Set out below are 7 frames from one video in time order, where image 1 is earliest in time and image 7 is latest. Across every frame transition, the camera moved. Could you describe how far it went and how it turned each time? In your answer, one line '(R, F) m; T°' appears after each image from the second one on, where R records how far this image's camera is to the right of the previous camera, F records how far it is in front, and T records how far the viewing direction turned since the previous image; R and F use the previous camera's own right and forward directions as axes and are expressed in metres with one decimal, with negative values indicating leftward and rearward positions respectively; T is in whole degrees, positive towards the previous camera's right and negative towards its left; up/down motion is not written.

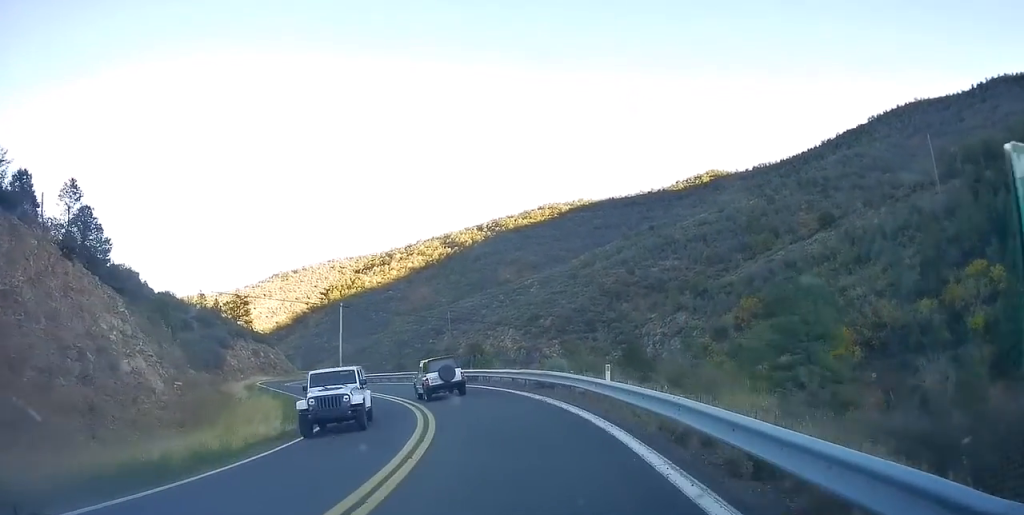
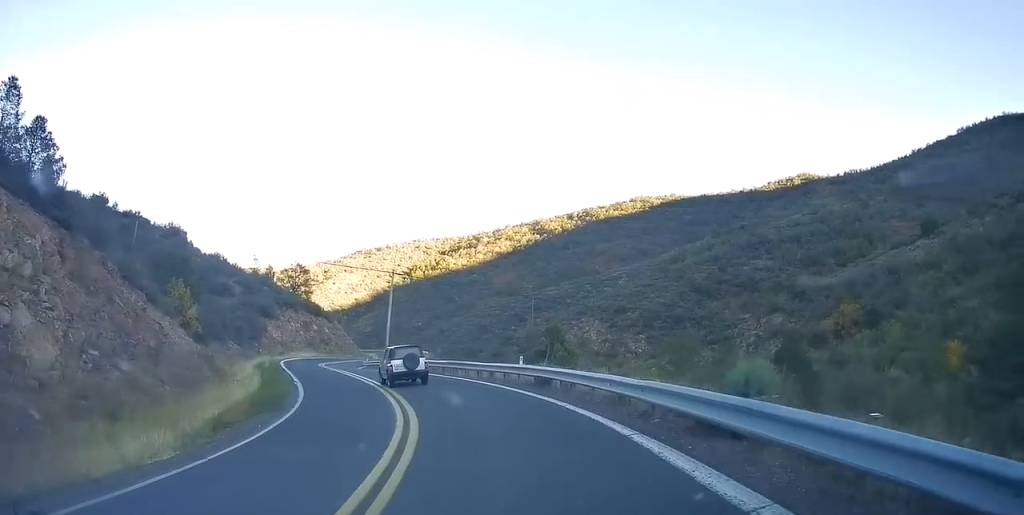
(-0.2, +12.5) m; -8°
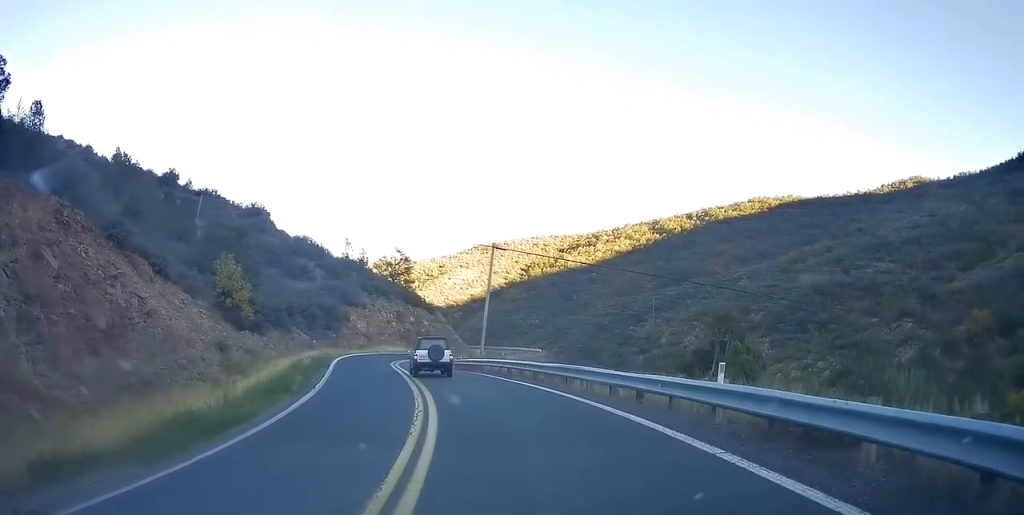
(-1.3, +11.7) m; -13°
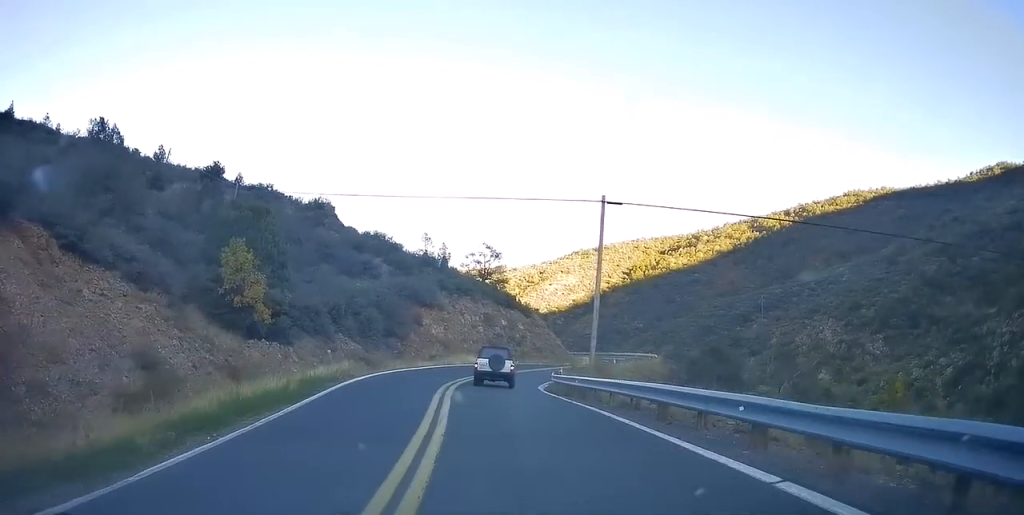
(-1.7, +13.8) m; -9°
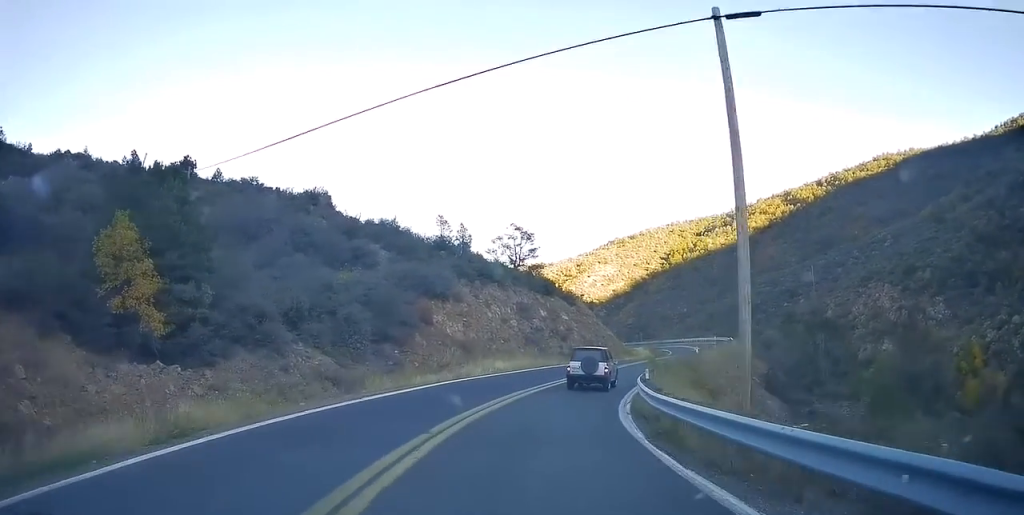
(-0.4, +14.7) m; -2°
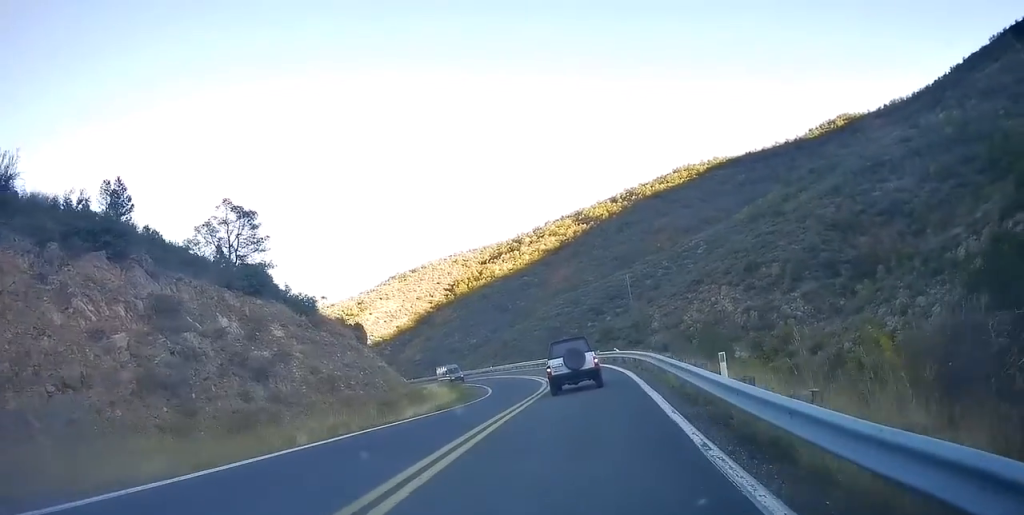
(+2.9, +31.9) m; +17°
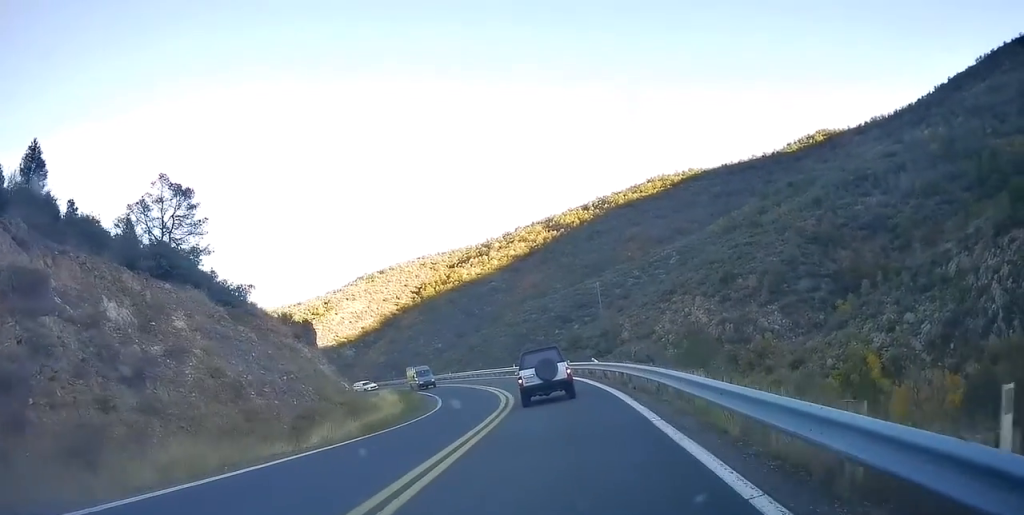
(+0.6, +6.7) m; +3°
